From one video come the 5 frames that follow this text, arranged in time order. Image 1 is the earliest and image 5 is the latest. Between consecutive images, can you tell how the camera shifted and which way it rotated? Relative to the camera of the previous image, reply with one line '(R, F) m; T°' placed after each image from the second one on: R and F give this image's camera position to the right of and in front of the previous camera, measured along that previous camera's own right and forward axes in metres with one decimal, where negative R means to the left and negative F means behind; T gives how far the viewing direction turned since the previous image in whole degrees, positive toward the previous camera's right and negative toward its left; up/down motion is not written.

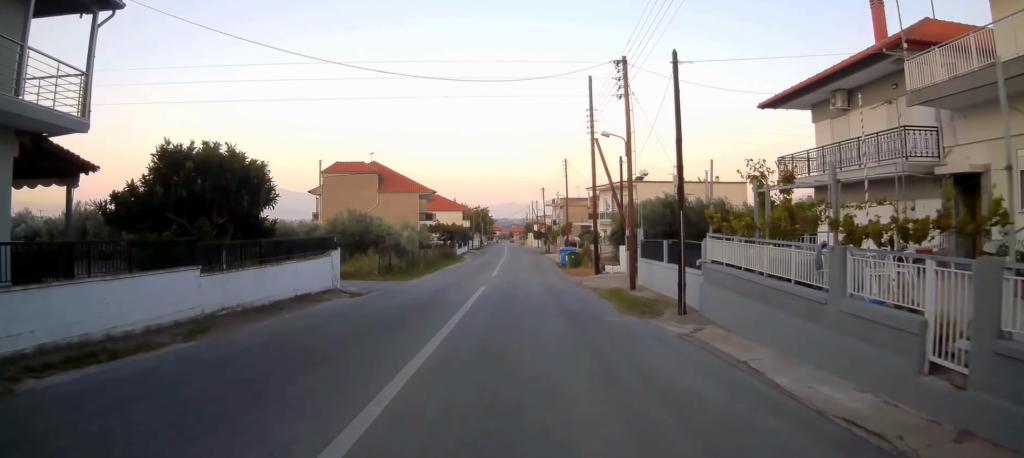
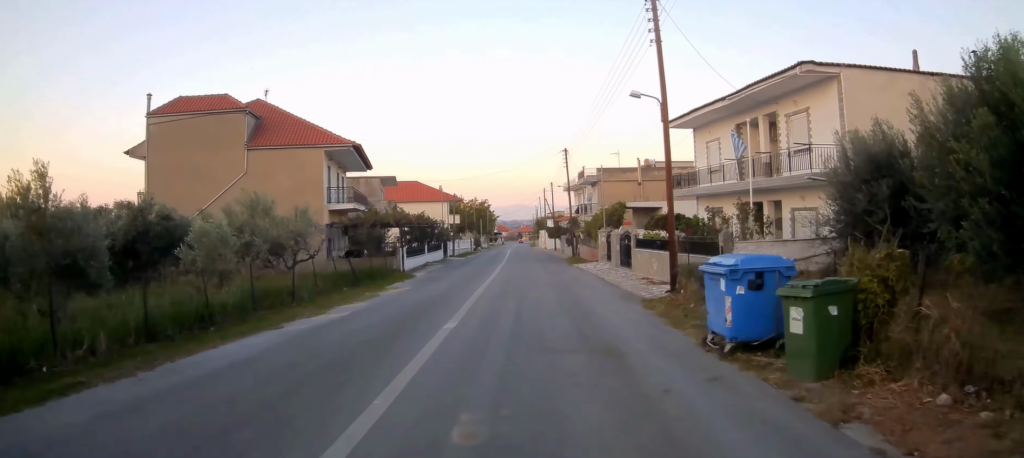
(-1.0, +33.1) m; 0°
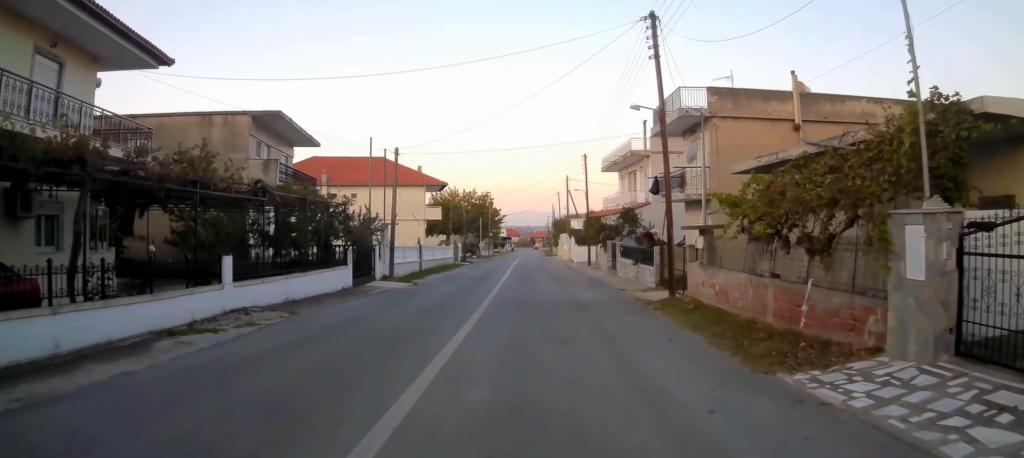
(-0.6, +29.3) m; -4°
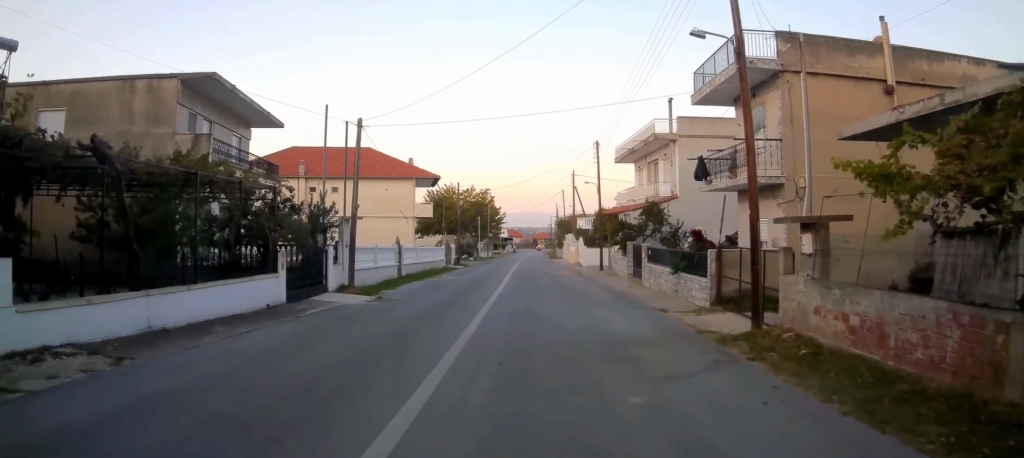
(-0.1, +6.5) m; 0°
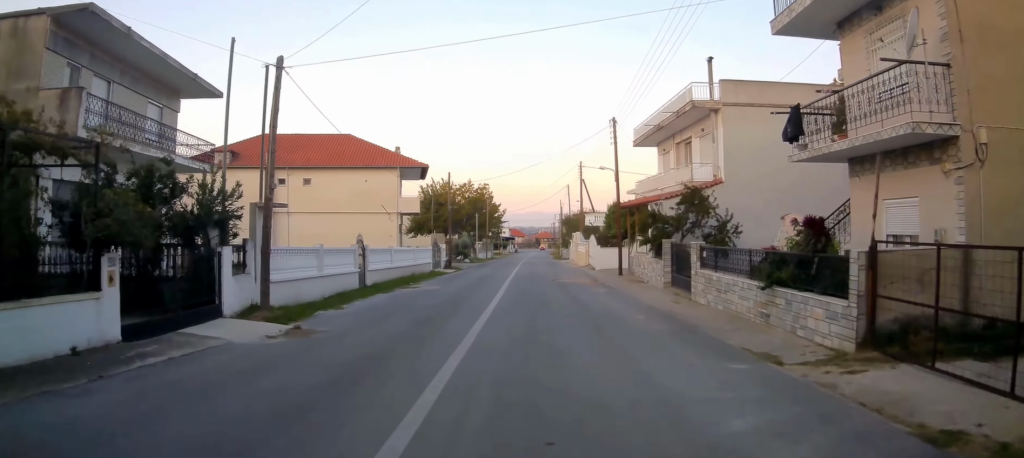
(0.0, +7.3) m; 0°
